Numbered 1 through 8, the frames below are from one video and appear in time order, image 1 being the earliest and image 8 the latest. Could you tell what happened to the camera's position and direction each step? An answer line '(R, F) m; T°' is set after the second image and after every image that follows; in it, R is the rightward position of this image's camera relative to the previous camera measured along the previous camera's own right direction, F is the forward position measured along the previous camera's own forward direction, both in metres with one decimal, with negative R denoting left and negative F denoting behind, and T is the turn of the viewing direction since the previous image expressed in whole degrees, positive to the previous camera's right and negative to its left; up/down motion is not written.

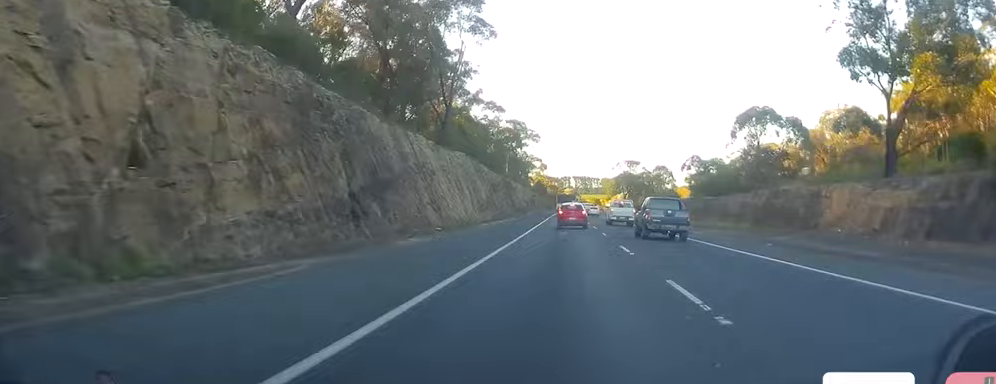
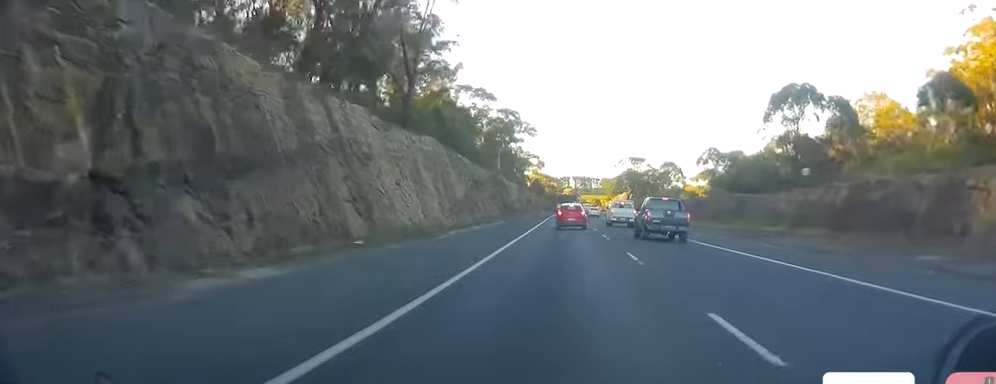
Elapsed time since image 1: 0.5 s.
(0.0, +15.3) m; +1°
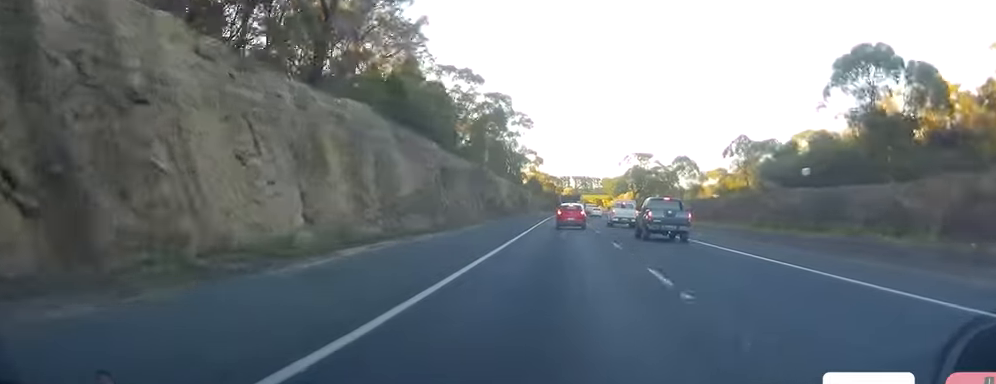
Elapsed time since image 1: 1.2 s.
(+0.2, +18.1) m; +1°
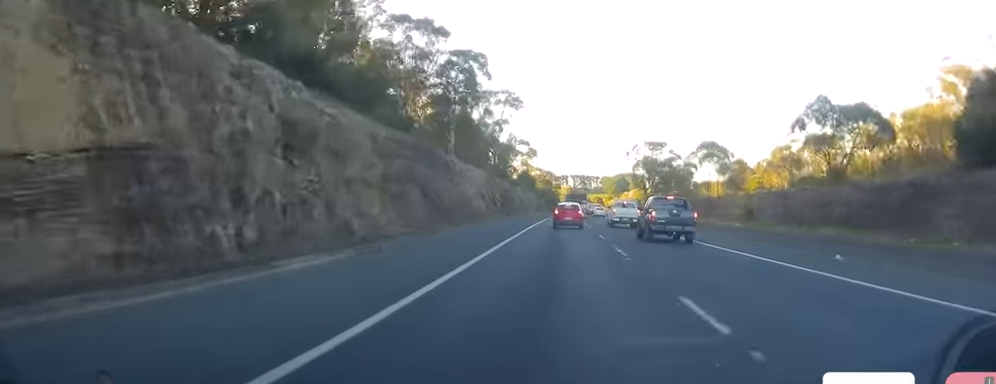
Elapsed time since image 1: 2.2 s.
(+0.2, +28.5) m; 0°
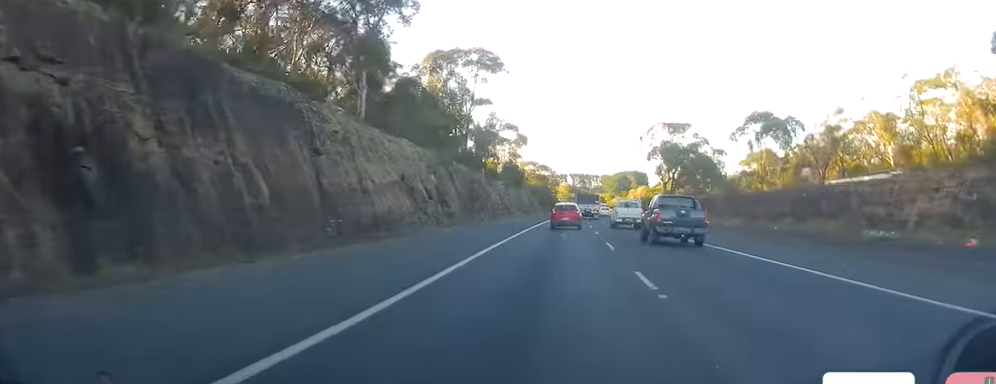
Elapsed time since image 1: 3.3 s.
(-0.4, +31.8) m; -1°
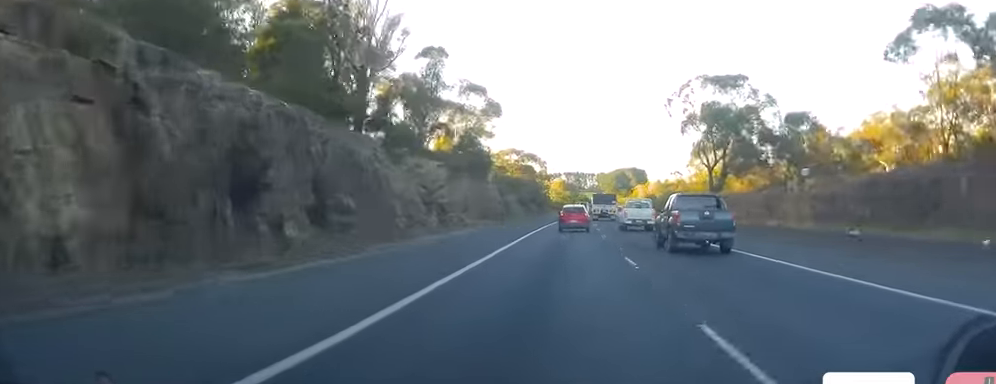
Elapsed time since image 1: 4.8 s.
(+0.2, +42.5) m; +1°
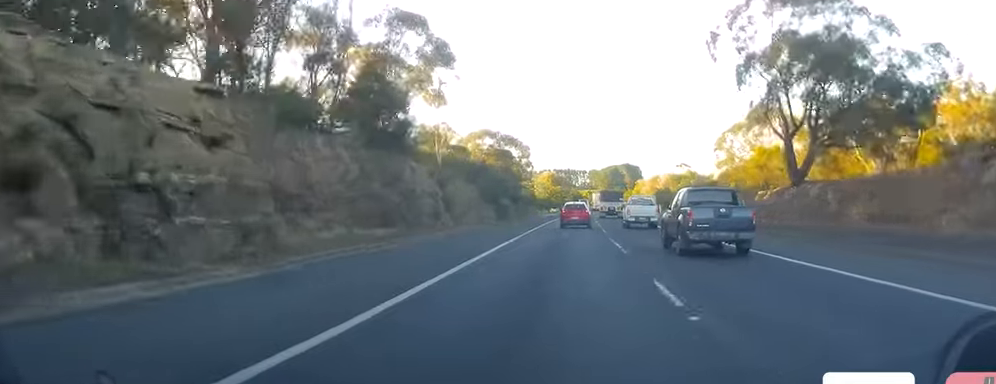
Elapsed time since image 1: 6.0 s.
(+0.2, +31.7) m; +1°
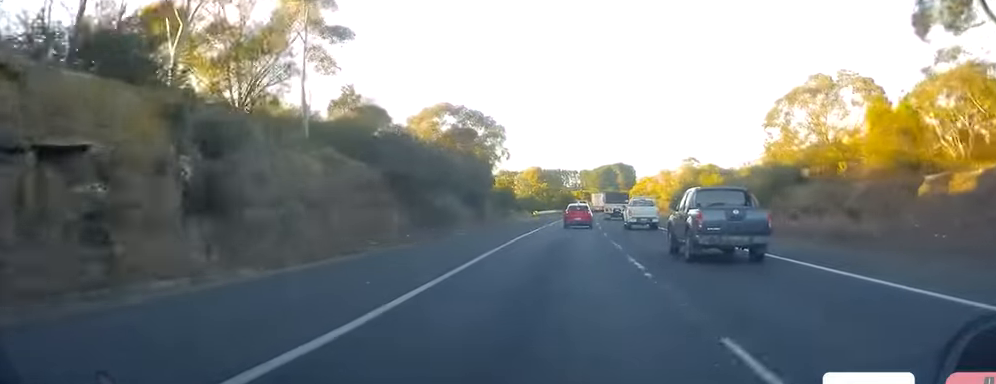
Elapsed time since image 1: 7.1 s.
(+0.2, +29.3) m; +1°
